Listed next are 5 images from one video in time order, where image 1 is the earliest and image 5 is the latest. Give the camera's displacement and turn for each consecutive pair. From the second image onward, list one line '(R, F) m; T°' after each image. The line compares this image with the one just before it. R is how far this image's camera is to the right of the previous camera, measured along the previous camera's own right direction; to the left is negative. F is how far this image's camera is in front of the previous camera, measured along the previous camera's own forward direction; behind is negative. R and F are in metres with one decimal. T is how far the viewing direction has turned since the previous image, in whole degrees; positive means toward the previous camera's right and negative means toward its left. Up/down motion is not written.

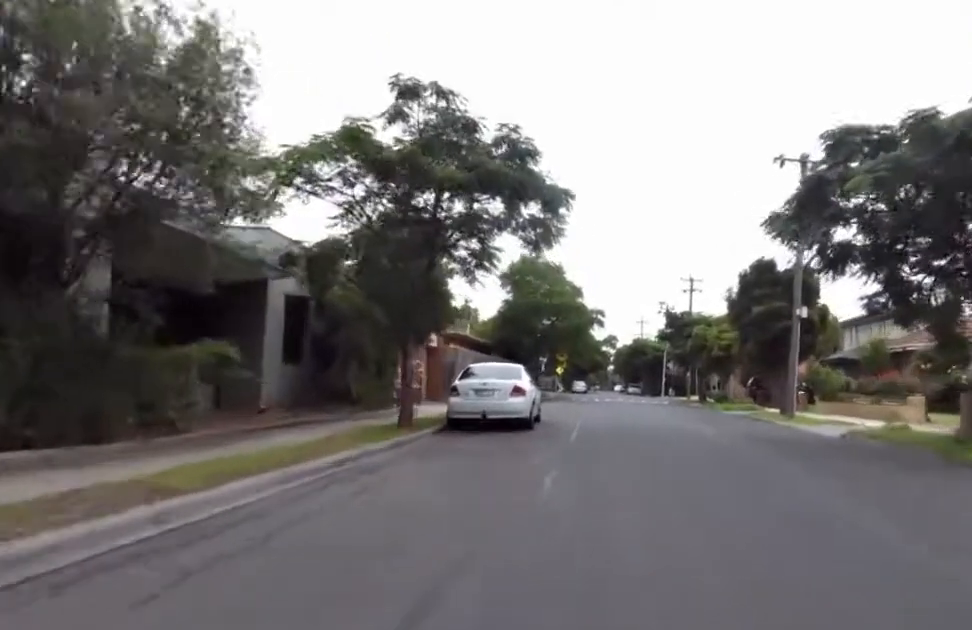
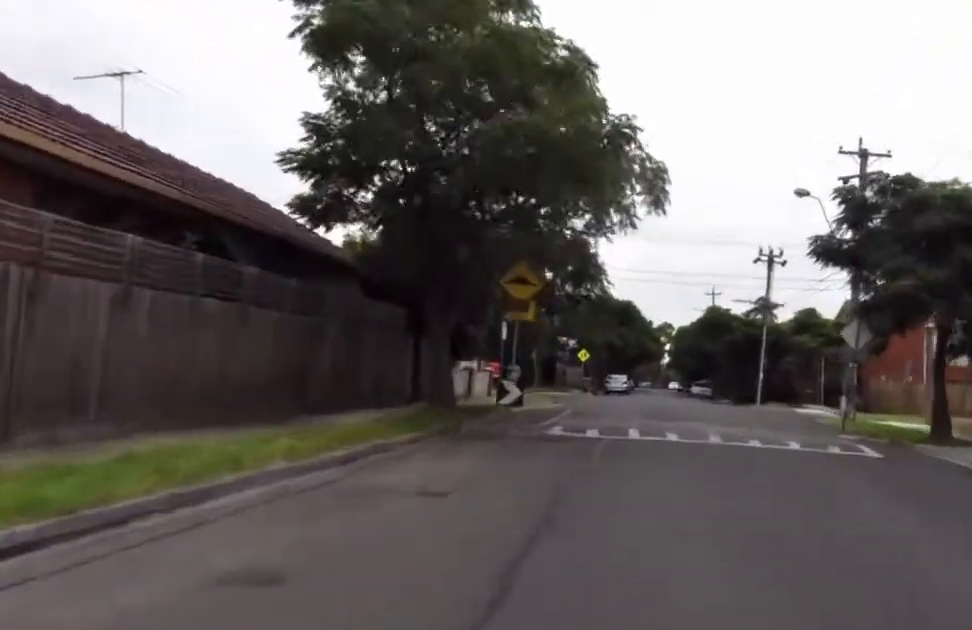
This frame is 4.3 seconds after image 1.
(-0.9, +32.5) m; 0°
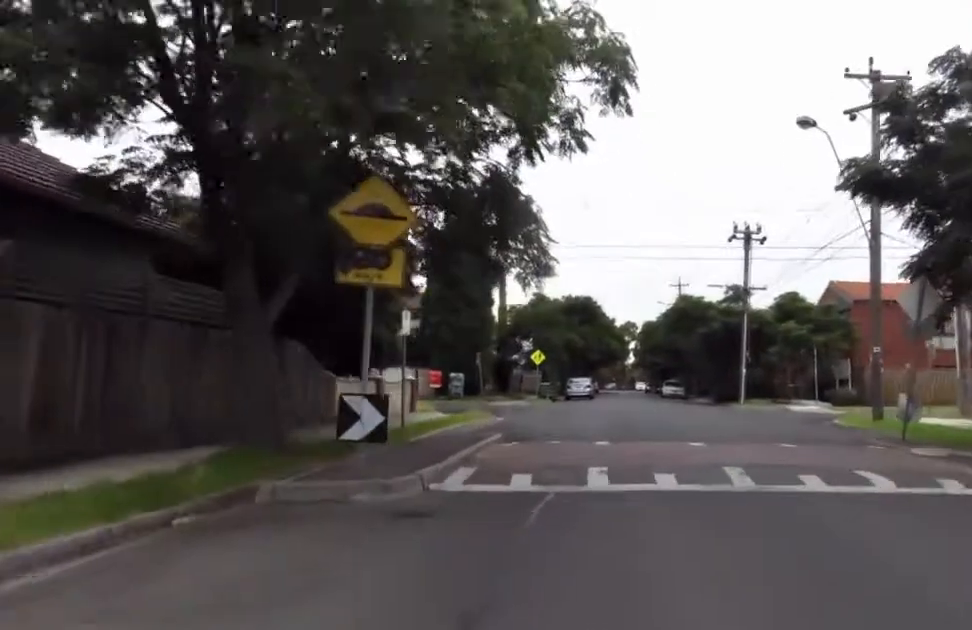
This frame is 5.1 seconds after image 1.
(+0.2, +5.7) m; 0°
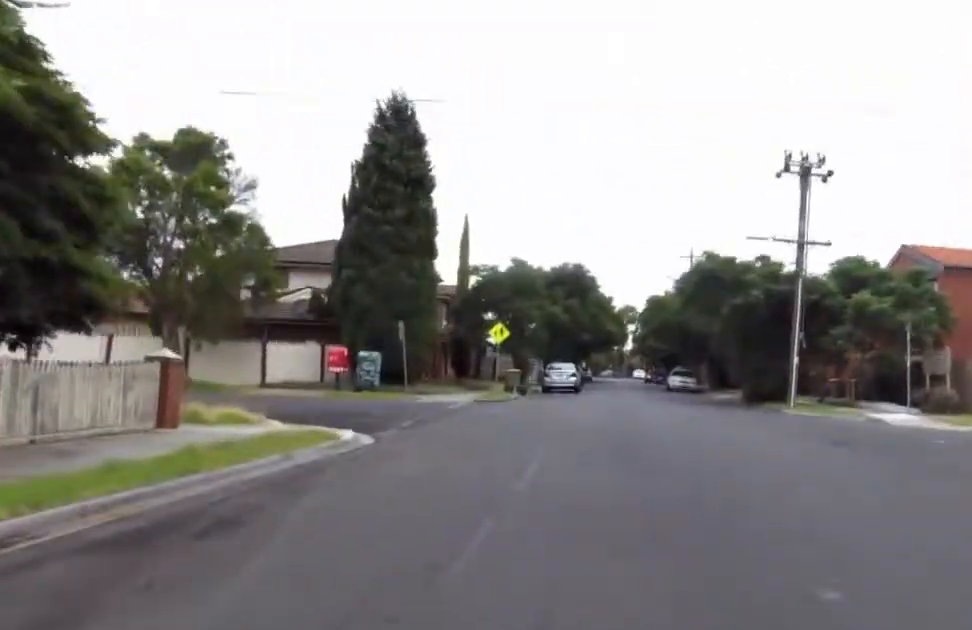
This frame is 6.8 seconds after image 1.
(-0.6, +12.1) m; -1°
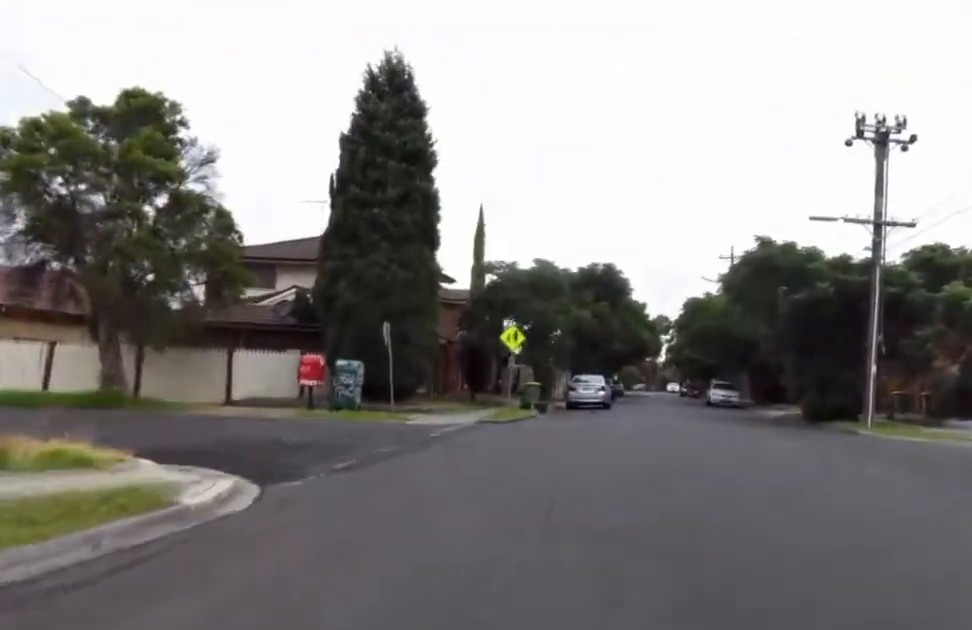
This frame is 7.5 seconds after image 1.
(+0.8, +5.0) m; +1°
